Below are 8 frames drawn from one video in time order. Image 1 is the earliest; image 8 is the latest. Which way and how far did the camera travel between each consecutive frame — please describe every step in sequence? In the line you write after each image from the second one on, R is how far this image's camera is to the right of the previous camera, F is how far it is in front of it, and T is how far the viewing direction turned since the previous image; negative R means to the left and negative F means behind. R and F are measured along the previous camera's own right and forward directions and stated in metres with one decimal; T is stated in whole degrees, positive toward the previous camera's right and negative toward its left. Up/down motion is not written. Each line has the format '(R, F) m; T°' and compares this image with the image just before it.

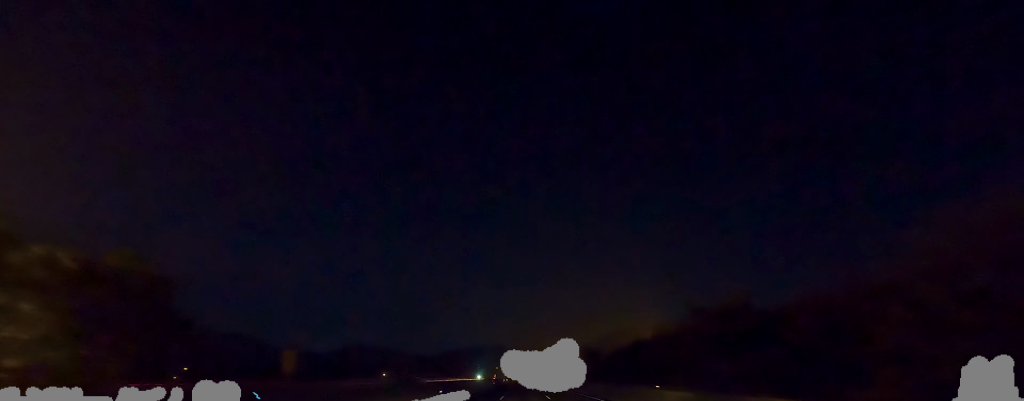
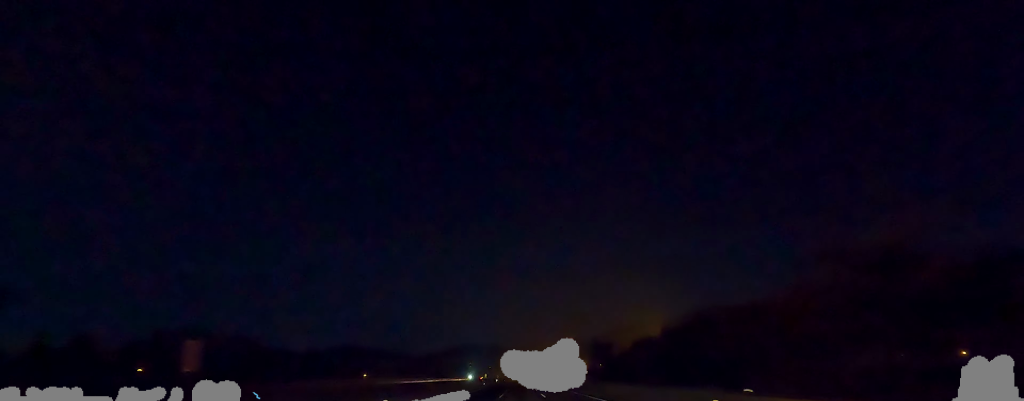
(-1.0, +16.6) m; 0°
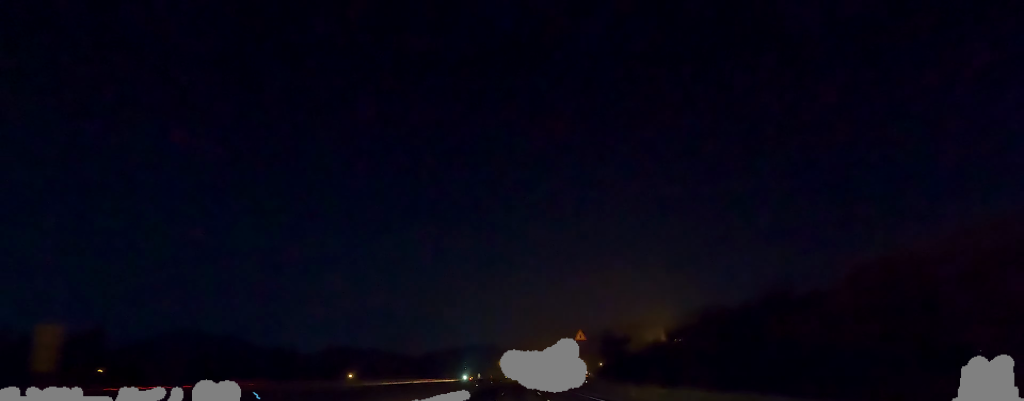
(+0.8, +12.7) m; +3°
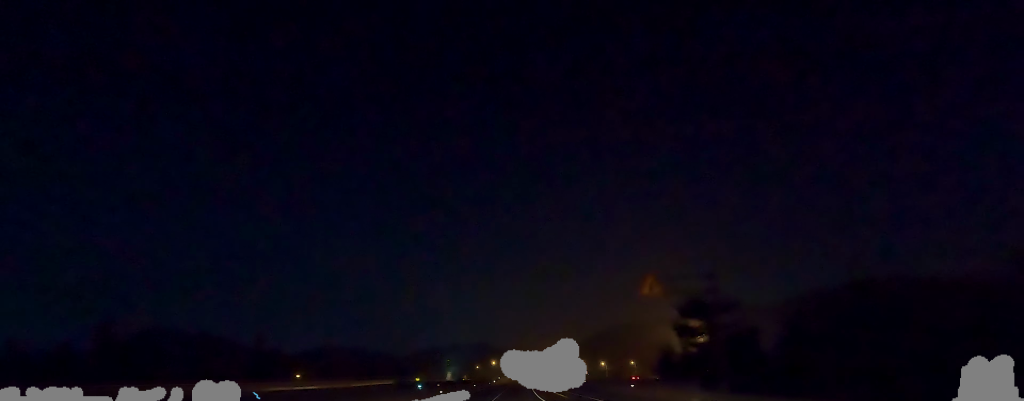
(+2.2, +34.4) m; +3°
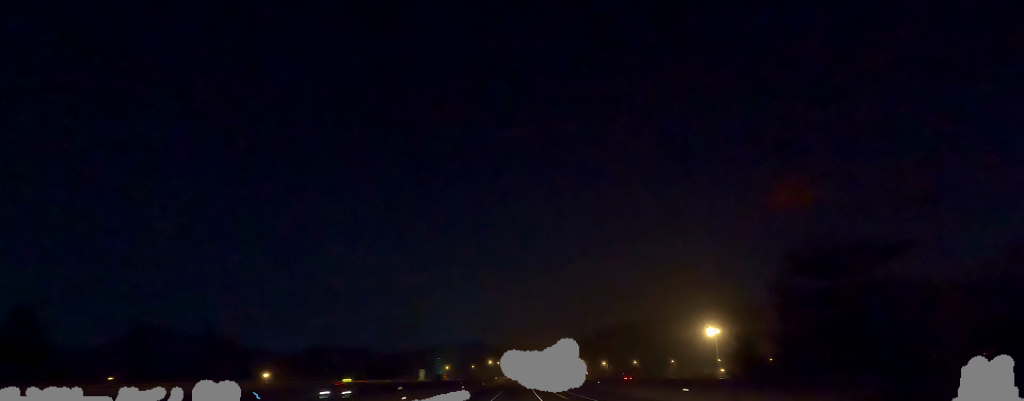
(+0.4, +14.8) m; -1°
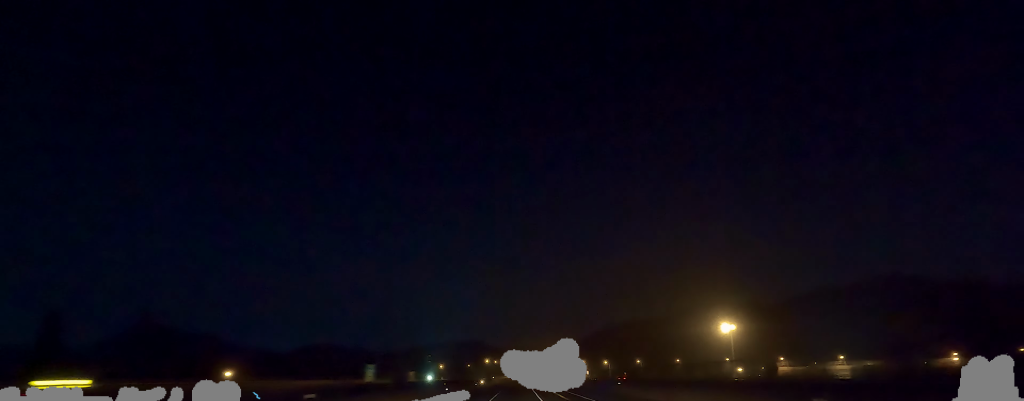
(-0.8, +13.9) m; -1°
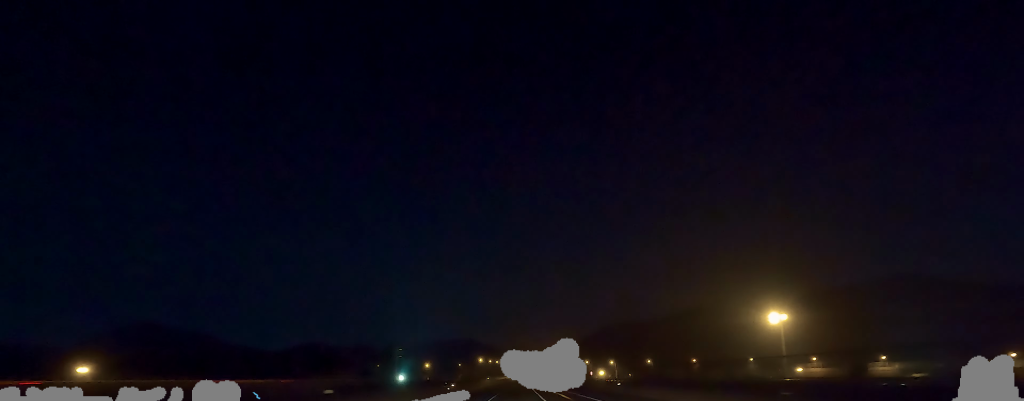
(-0.6, +31.7) m; -1°
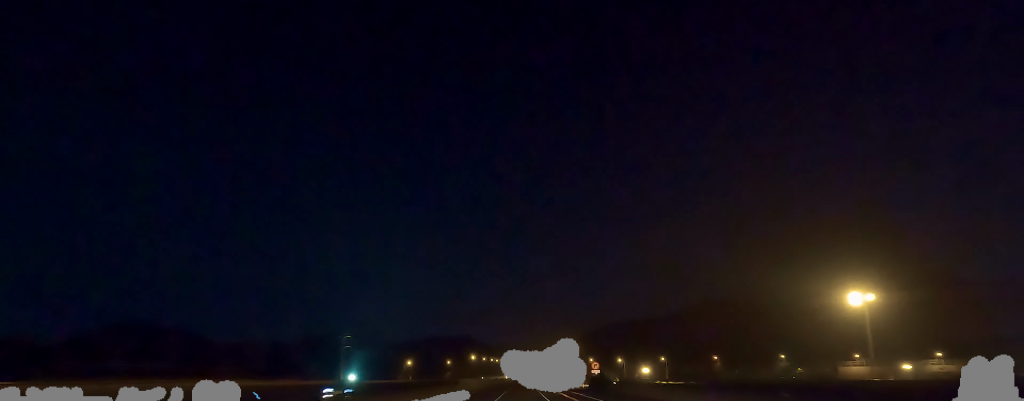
(-0.2, +31.4) m; 0°
